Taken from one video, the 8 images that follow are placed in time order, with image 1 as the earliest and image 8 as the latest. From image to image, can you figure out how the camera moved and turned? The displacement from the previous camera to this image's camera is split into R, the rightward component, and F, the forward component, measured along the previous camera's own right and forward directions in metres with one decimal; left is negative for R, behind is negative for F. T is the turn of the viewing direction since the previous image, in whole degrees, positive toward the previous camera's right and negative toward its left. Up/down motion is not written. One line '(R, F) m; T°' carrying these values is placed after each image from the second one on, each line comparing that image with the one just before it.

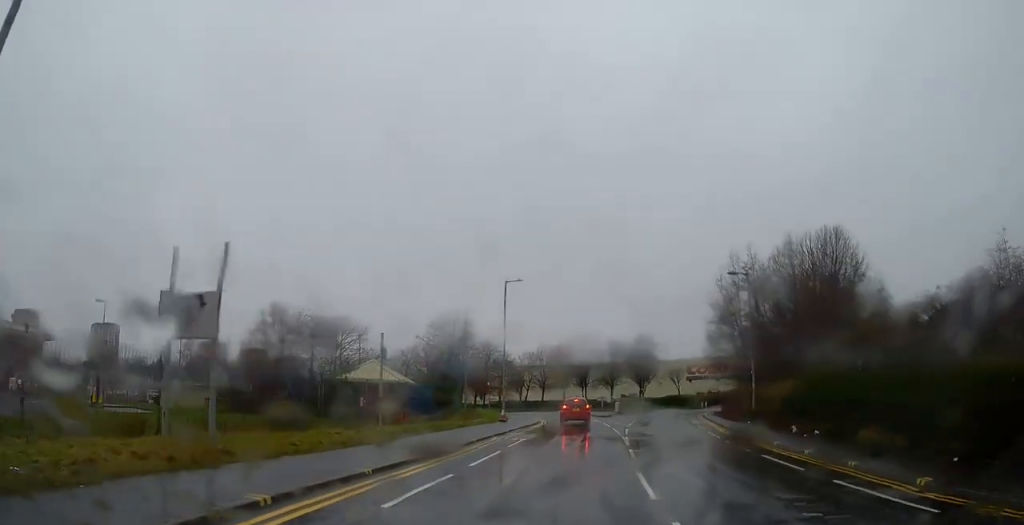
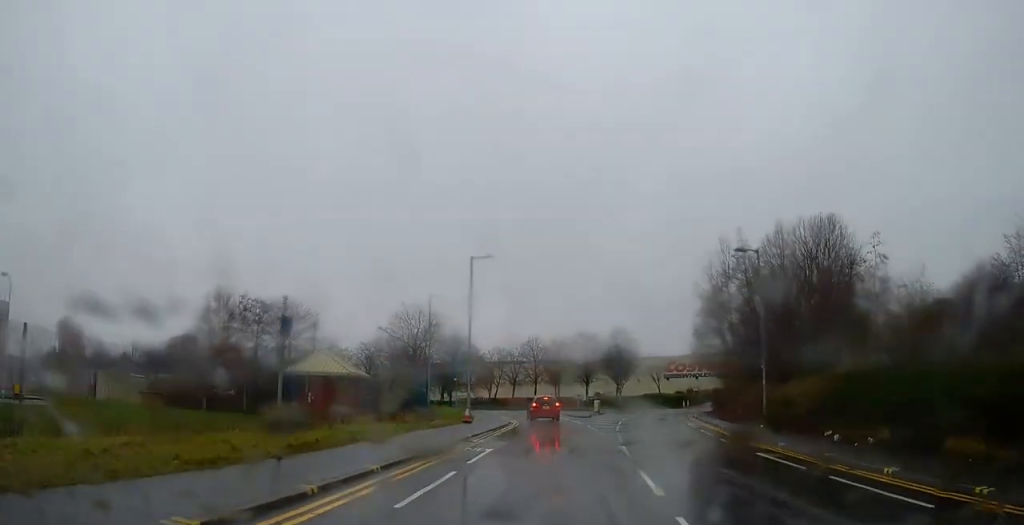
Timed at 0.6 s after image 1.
(+0.2, +5.5) m; +1°
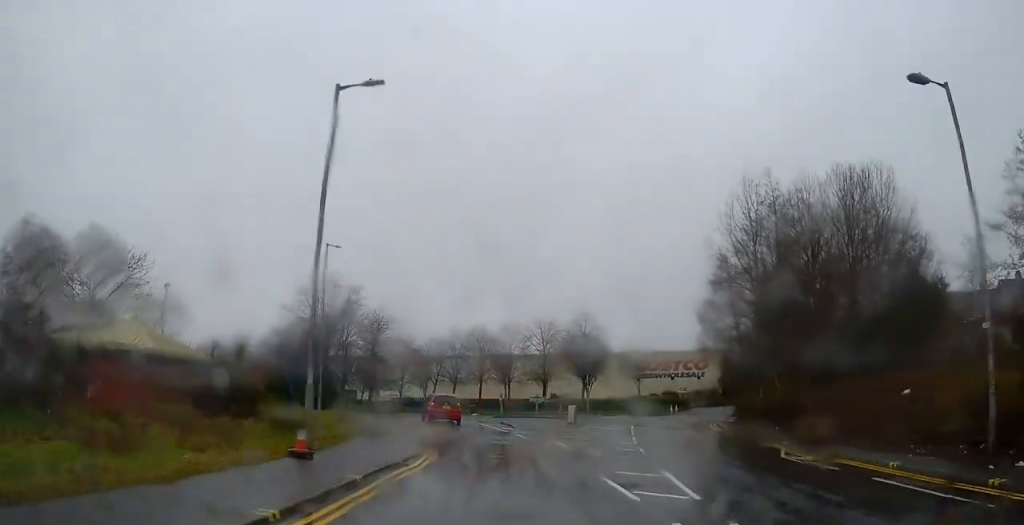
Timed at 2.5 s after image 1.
(+0.7, +18.2) m; +2°
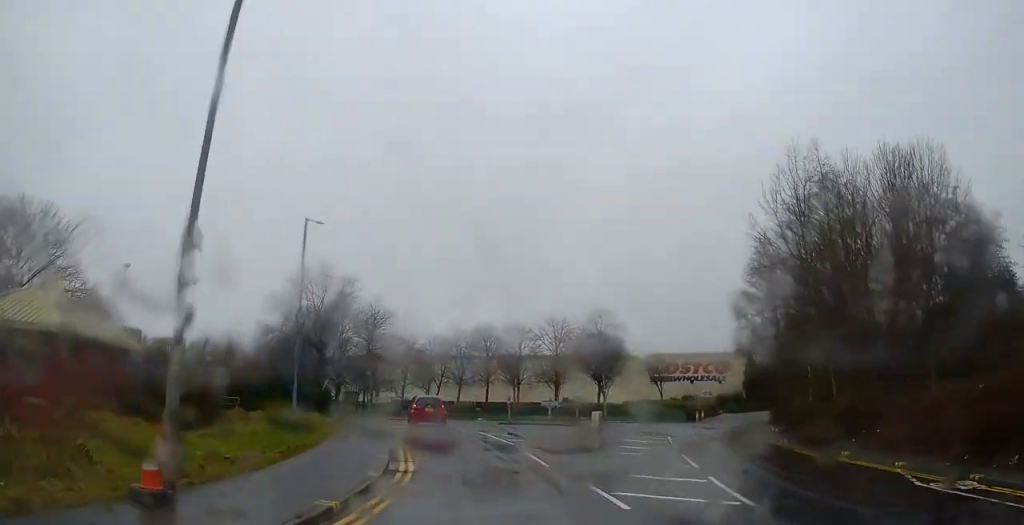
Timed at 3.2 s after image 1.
(-0.1, +6.1) m; -1°
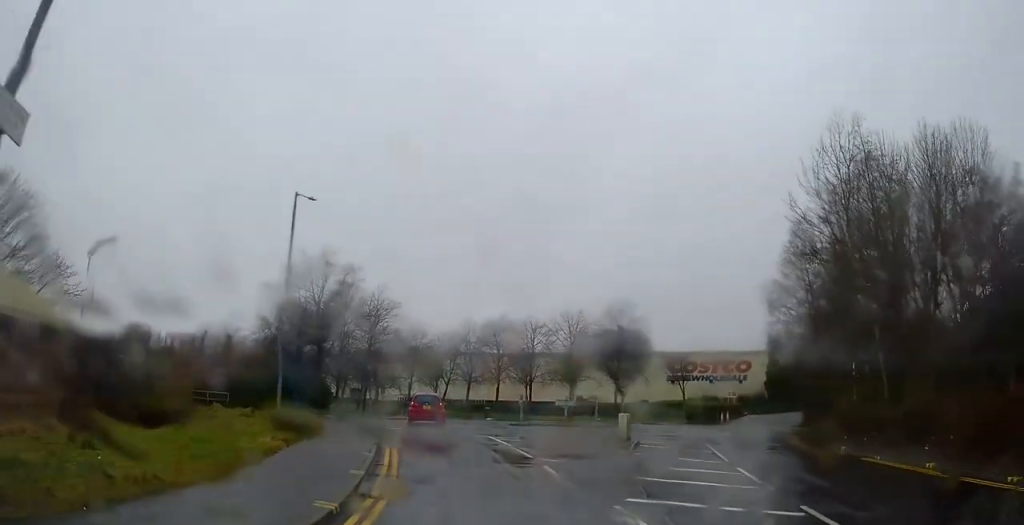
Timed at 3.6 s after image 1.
(-0.2, +3.9) m; -1°
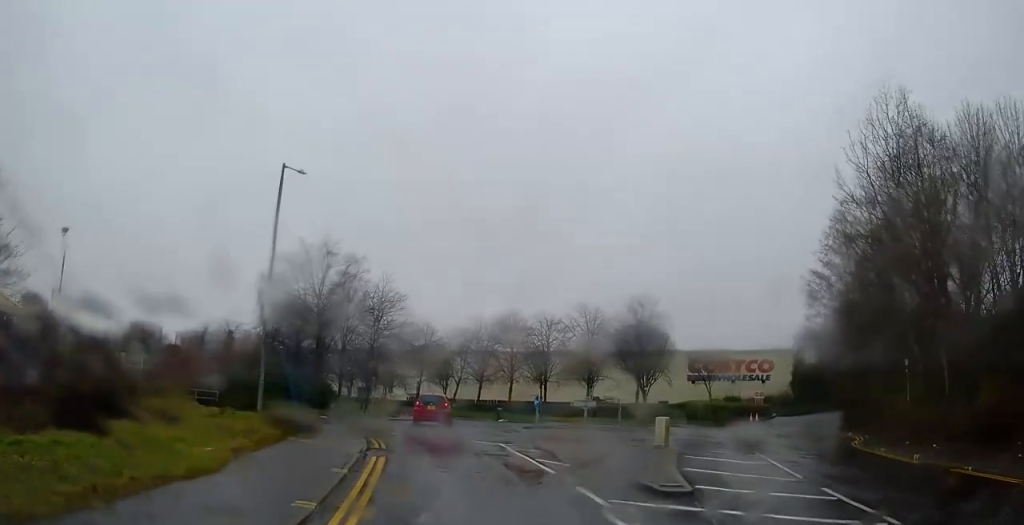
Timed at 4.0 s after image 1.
(0.0, +3.8) m; -1°
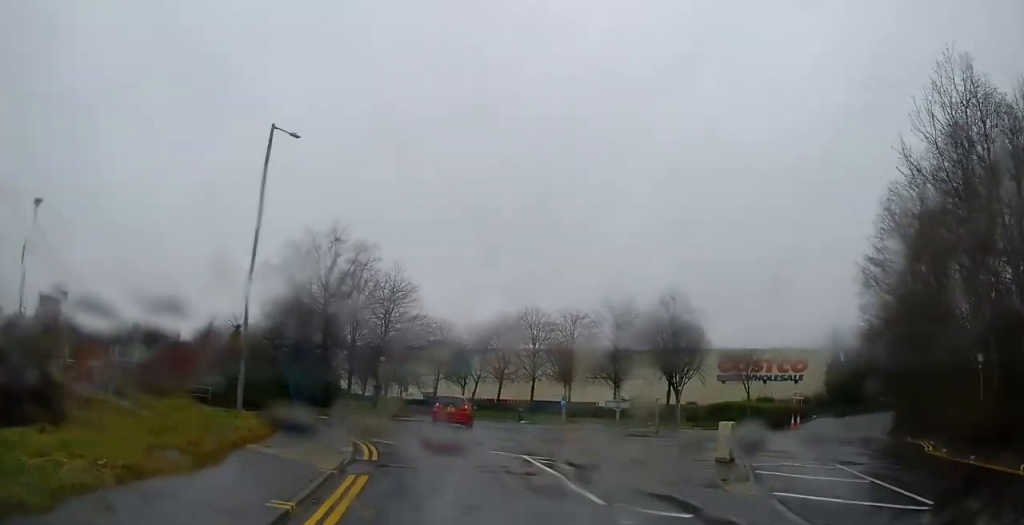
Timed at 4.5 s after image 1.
(+0.1, +3.9) m; -1°
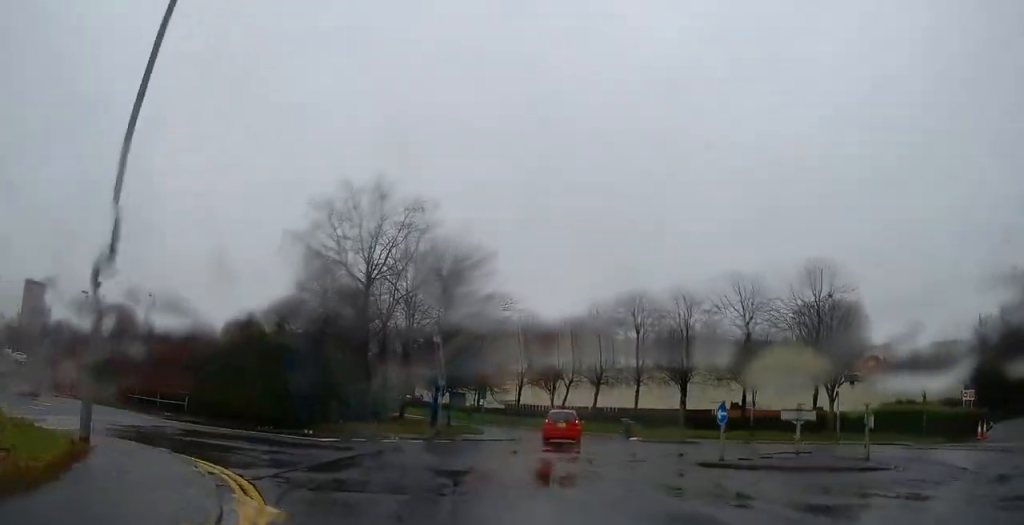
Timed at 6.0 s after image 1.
(-0.8, +12.0) m; -7°
